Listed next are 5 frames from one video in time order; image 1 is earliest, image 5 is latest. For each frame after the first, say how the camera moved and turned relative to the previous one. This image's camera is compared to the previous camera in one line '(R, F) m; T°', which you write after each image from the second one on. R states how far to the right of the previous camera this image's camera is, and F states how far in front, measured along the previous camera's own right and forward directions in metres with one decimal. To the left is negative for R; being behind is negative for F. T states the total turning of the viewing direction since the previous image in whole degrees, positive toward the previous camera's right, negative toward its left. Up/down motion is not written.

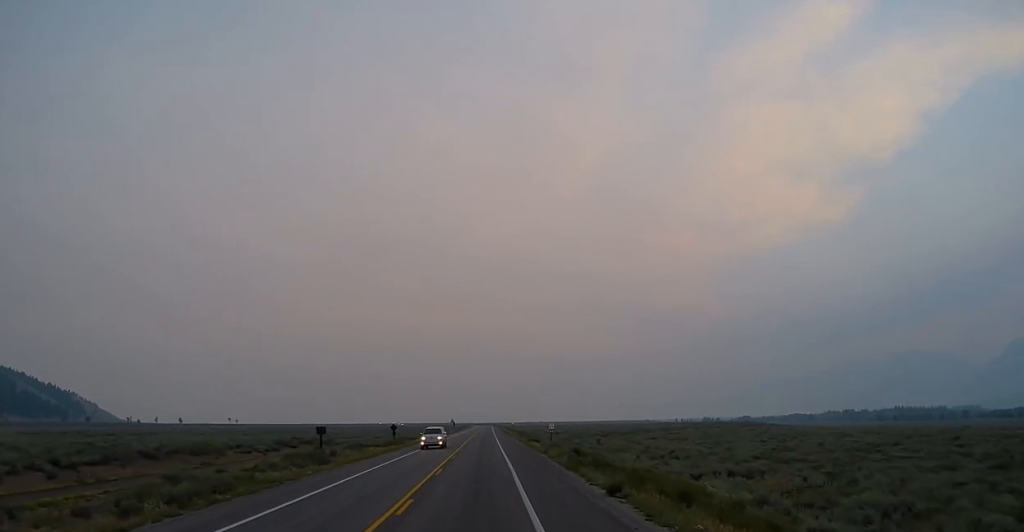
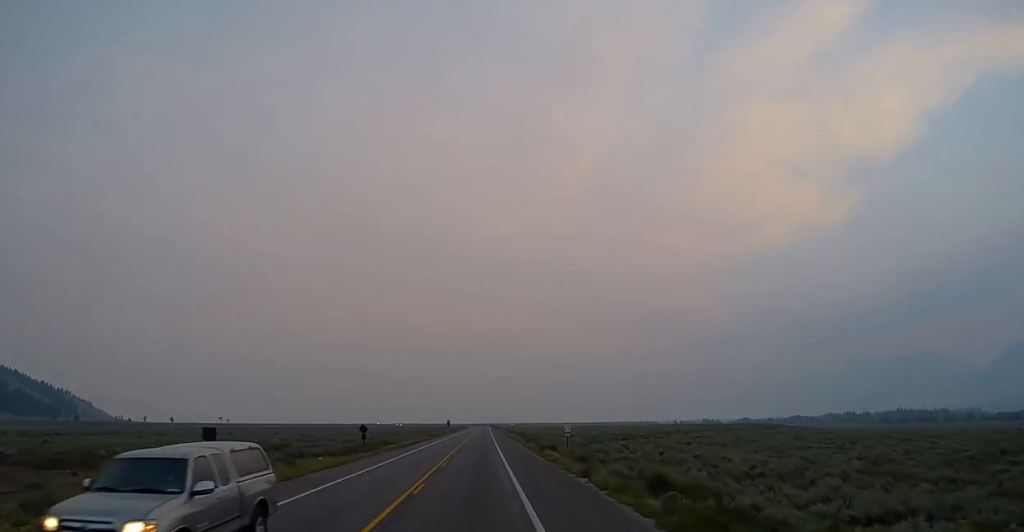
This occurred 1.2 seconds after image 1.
(-0.3, +19.3) m; 0°
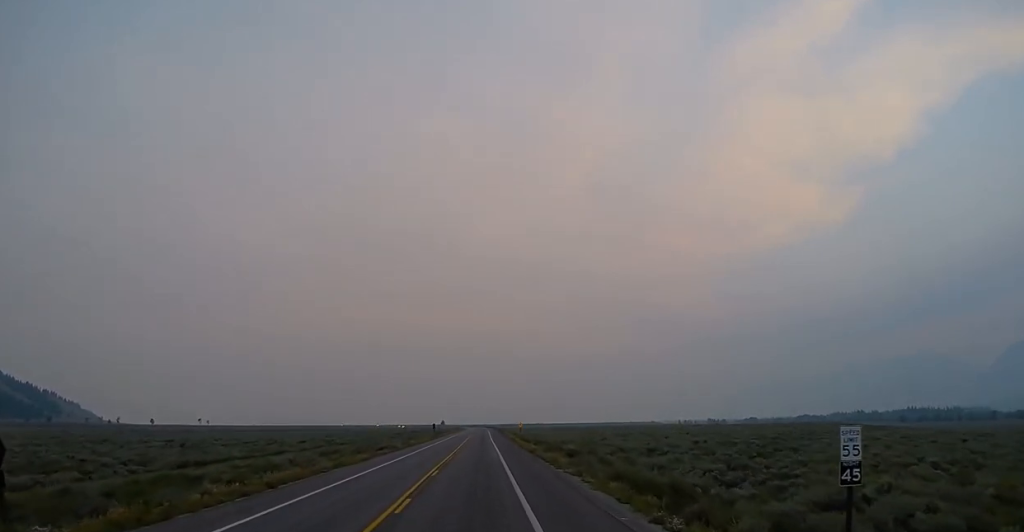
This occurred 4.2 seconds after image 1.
(+0.1, +52.9) m; 0°
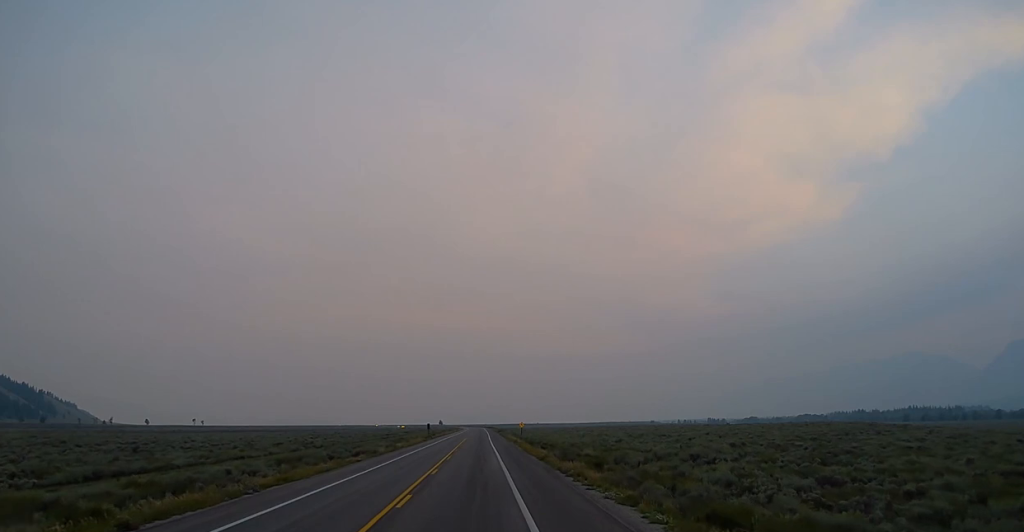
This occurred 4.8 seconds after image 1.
(+0.1, +11.0) m; 0°
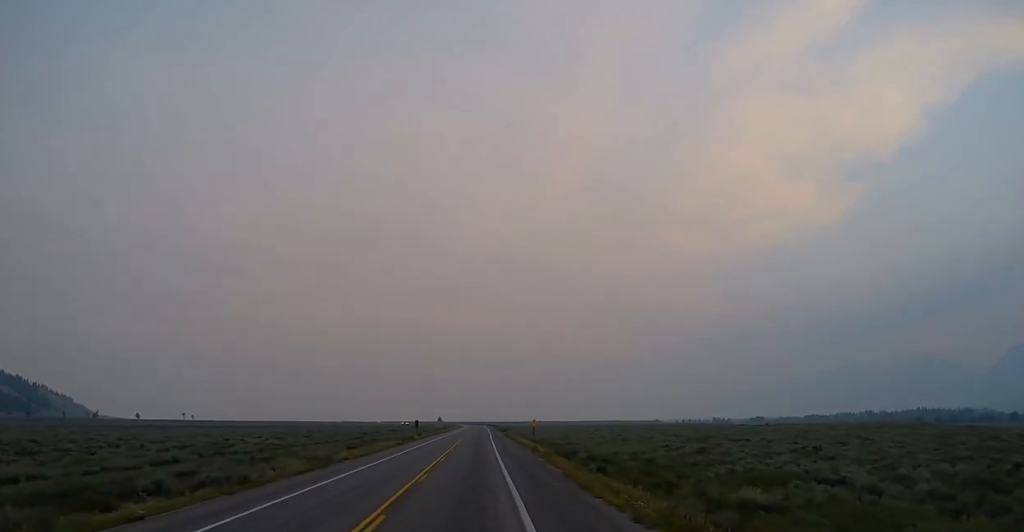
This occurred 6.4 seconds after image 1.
(+0.2, +28.6) m; 0°
